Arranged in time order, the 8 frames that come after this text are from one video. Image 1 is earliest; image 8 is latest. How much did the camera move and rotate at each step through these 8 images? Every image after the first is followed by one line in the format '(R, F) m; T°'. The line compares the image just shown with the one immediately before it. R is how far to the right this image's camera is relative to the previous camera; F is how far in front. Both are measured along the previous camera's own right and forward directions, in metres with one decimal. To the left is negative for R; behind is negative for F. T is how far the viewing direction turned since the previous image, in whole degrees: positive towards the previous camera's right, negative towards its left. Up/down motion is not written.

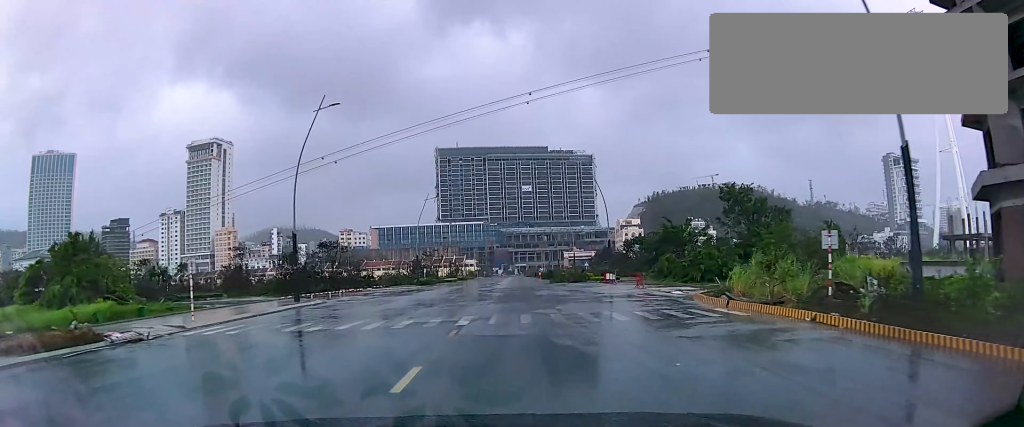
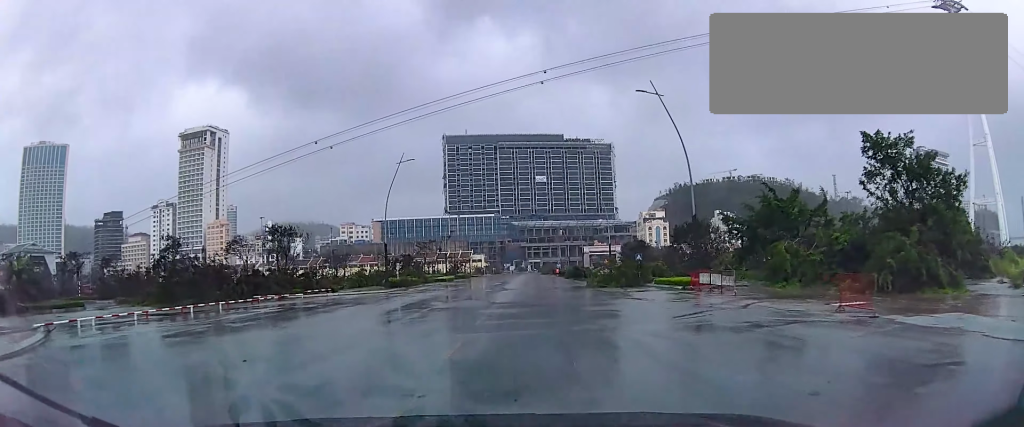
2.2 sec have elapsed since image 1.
(0.0, +27.6) m; 0°
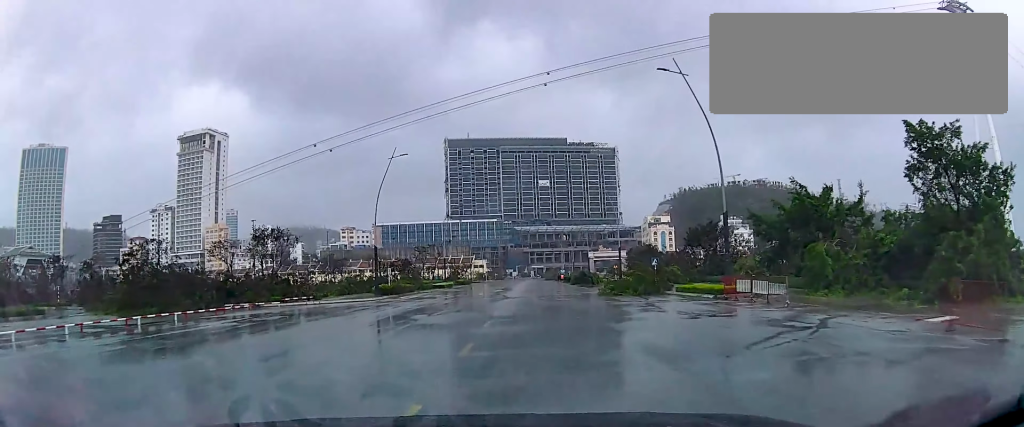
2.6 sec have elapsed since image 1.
(0.0, +5.3) m; 0°
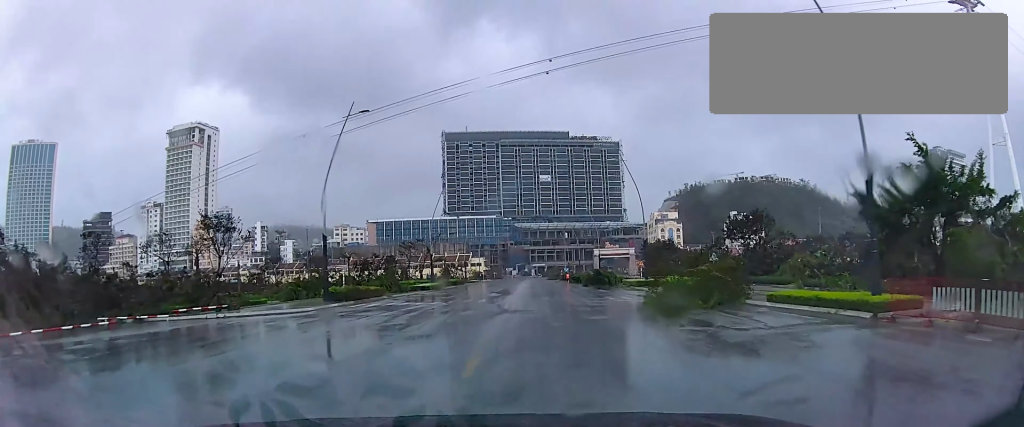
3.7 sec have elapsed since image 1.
(0.0, +14.5) m; 0°
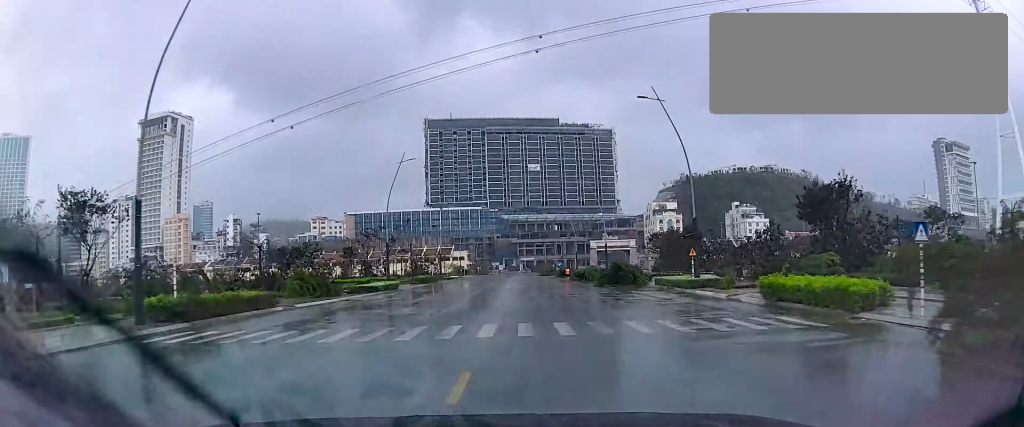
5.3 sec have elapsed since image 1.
(0.0, +19.9) m; 0°
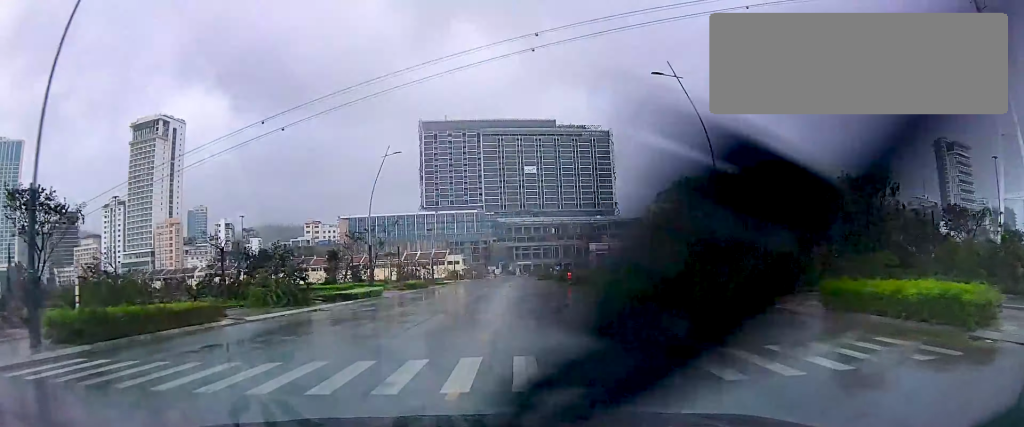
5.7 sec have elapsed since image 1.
(0.0, +5.6) m; 0°
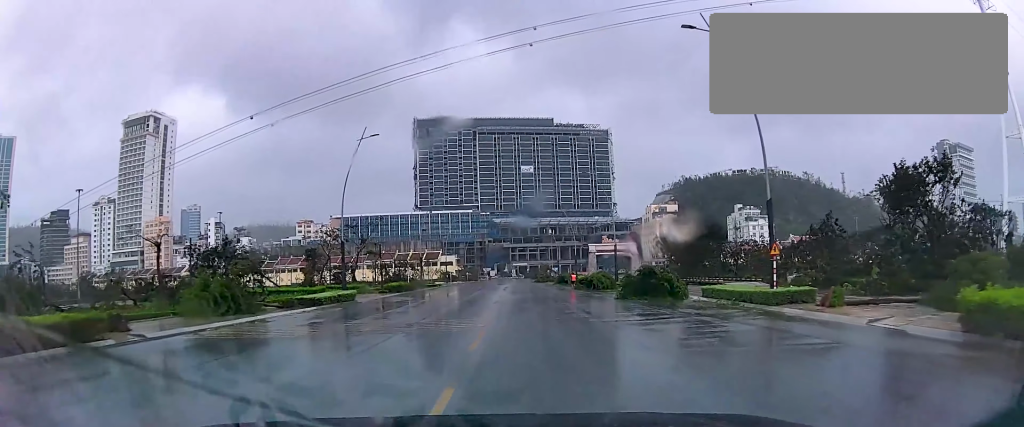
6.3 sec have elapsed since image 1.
(0.0, +7.3) m; 0°
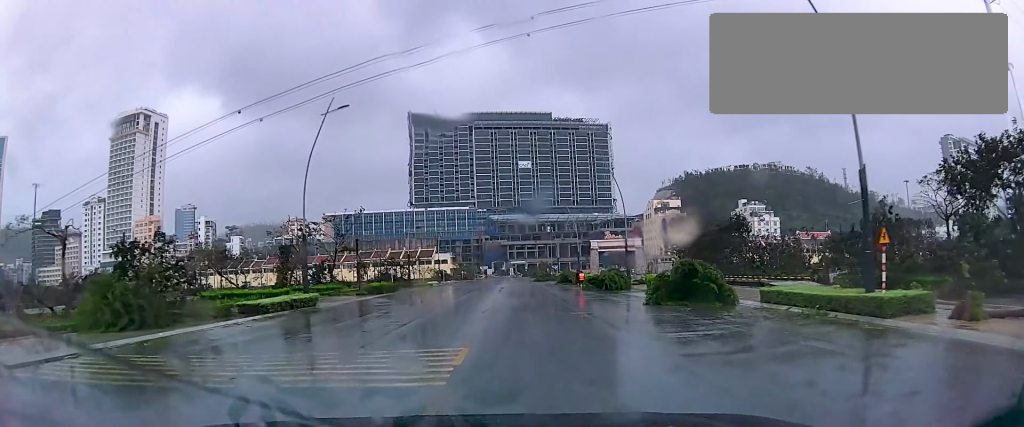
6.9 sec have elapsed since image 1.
(0.0, +8.0) m; +2°
